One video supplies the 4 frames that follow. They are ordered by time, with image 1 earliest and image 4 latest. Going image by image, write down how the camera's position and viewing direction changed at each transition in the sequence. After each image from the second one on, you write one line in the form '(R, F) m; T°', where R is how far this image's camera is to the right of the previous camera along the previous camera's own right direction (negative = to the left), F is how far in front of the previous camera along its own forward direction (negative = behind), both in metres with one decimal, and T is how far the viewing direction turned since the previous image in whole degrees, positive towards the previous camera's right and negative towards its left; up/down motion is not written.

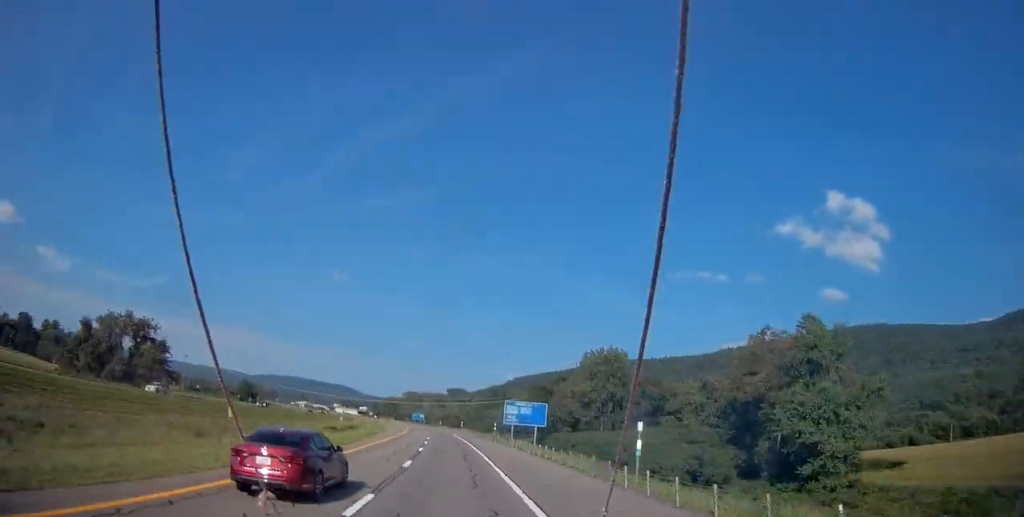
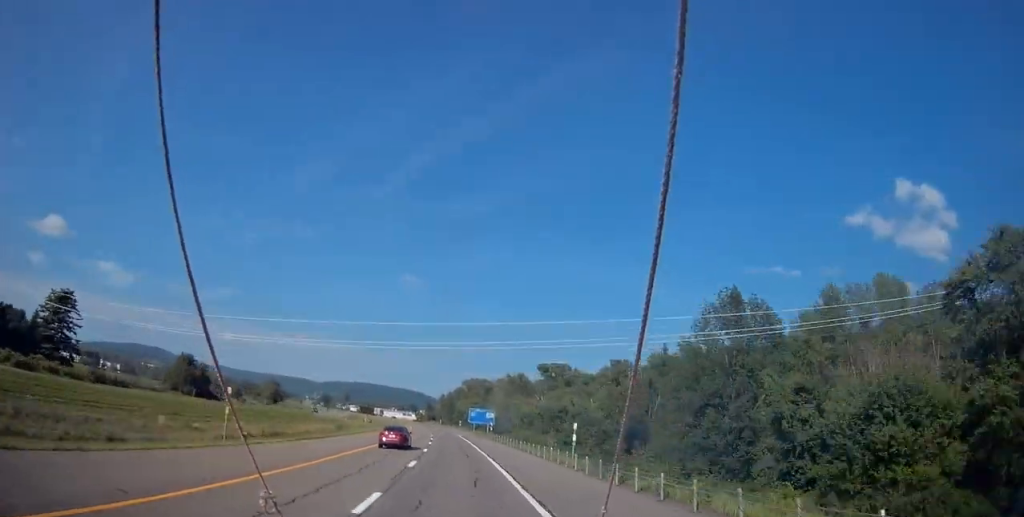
(-9.4, +145.3) m; -7°
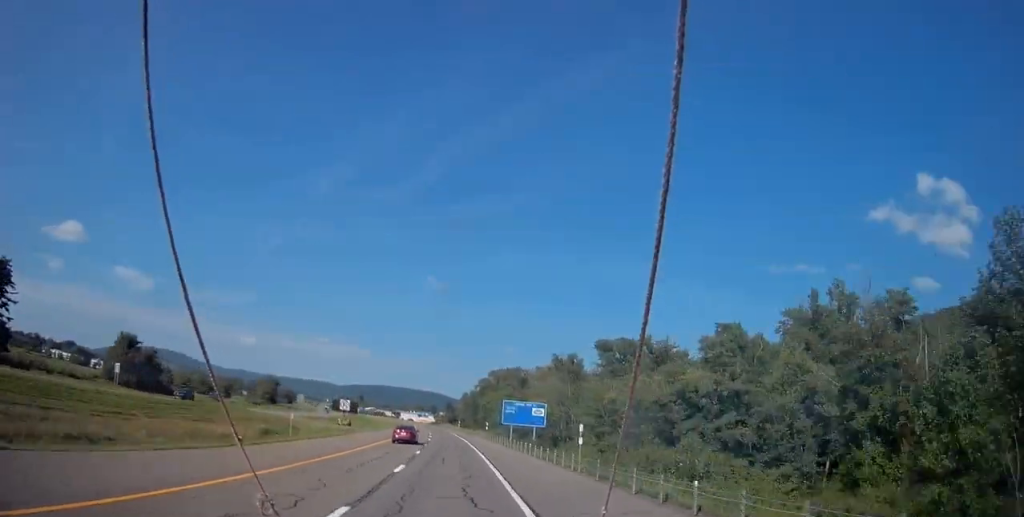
(0.0, +51.2) m; -2°
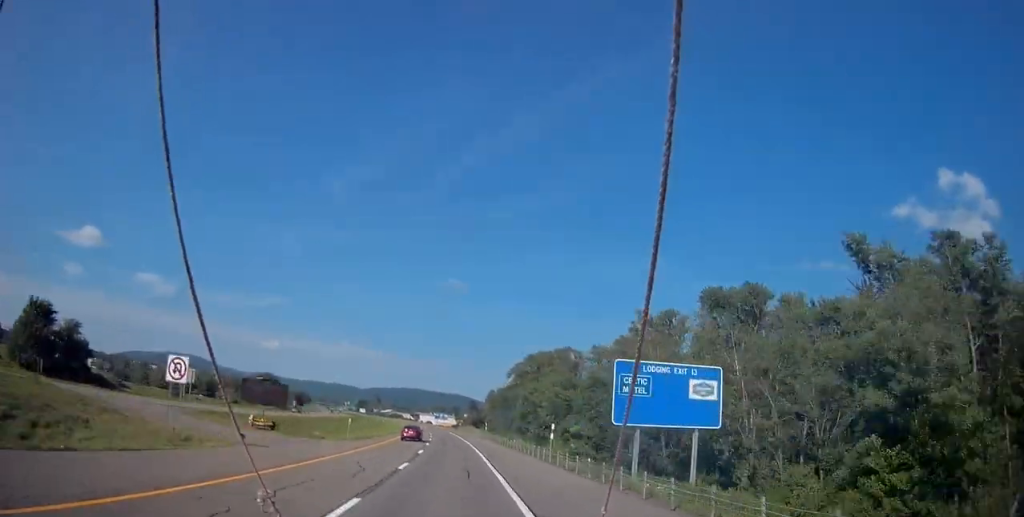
(-1.9, +47.1) m; -2°
